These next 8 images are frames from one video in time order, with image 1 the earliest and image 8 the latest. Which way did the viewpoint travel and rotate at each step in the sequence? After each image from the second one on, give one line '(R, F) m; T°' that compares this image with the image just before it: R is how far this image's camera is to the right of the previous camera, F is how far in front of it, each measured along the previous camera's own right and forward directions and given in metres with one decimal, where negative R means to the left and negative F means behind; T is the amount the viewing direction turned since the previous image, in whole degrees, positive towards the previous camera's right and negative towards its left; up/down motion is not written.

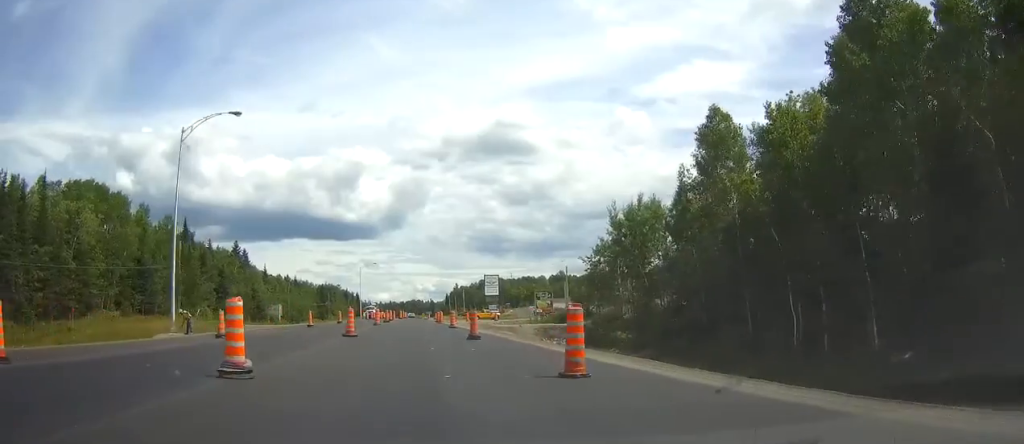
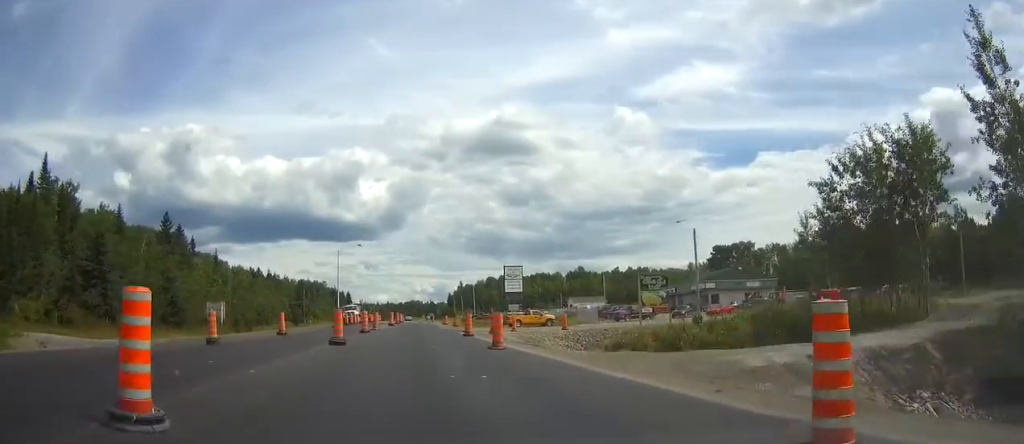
(-0.3, +47.8) m; 0°
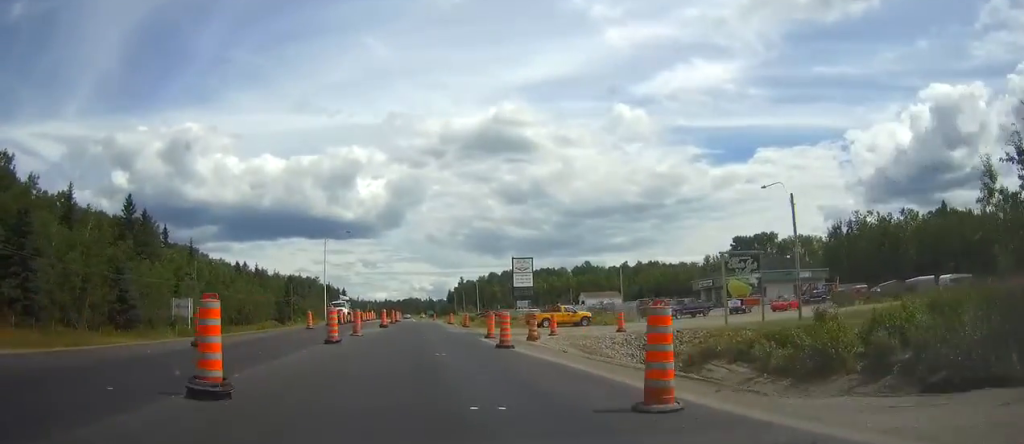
(+0.1, +16.0) m; 0°
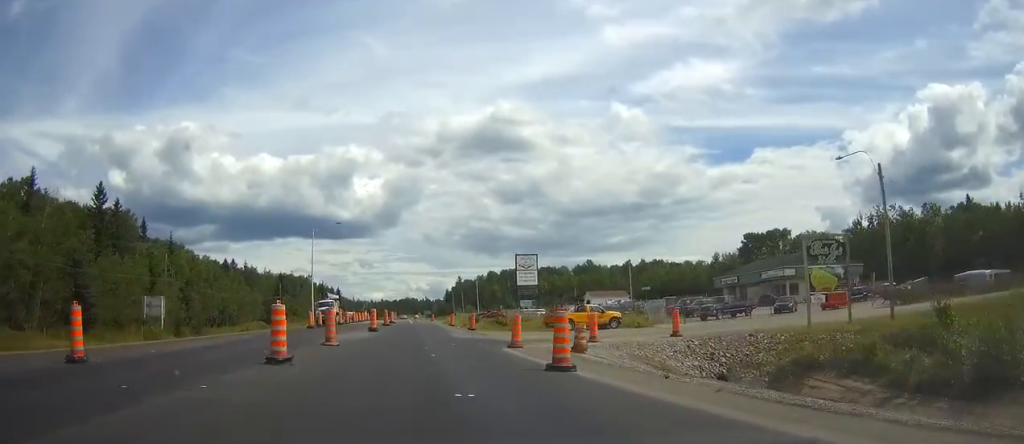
(0.0, +9.6) m; 0°
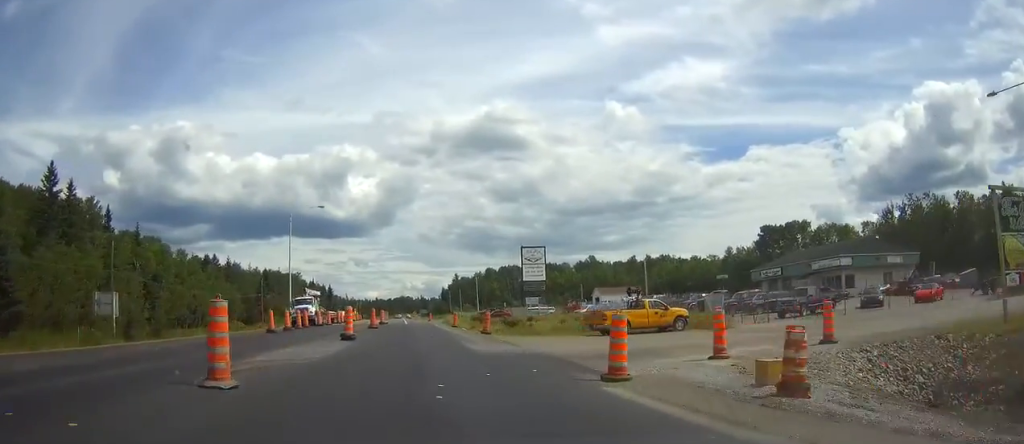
(-0.1, +13.5) m; 0°
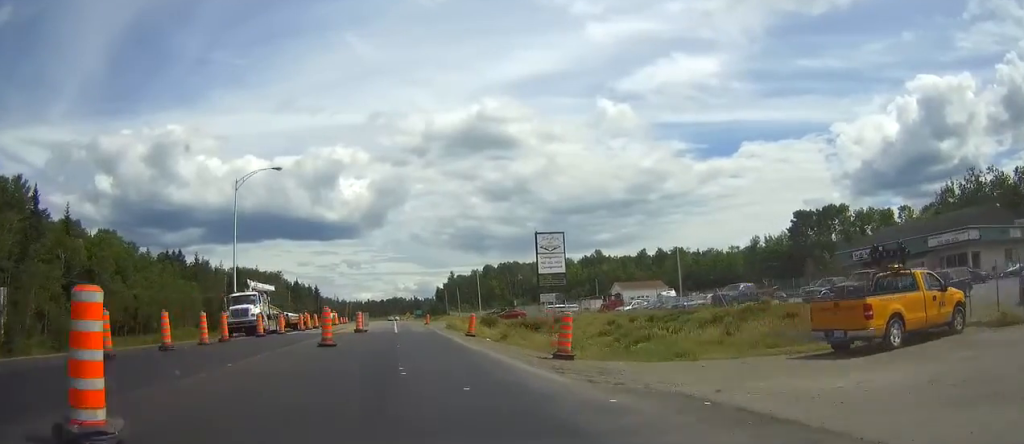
(+0.2, +22.0) m; +1°
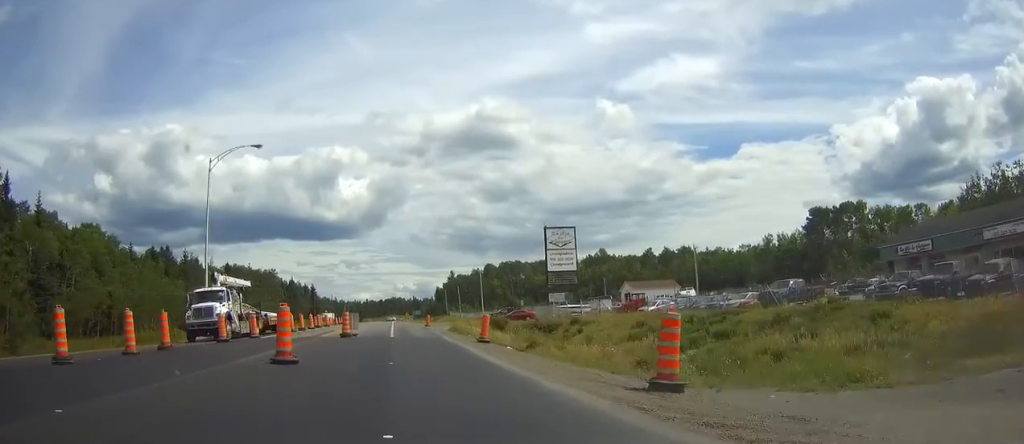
(+0.1, +7.8) m; 0°
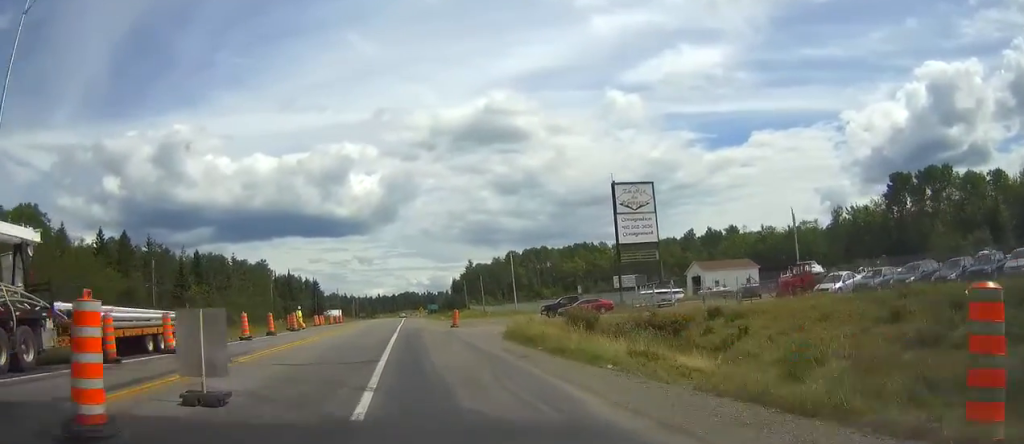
(+0.1, +28.5) m; -1°
